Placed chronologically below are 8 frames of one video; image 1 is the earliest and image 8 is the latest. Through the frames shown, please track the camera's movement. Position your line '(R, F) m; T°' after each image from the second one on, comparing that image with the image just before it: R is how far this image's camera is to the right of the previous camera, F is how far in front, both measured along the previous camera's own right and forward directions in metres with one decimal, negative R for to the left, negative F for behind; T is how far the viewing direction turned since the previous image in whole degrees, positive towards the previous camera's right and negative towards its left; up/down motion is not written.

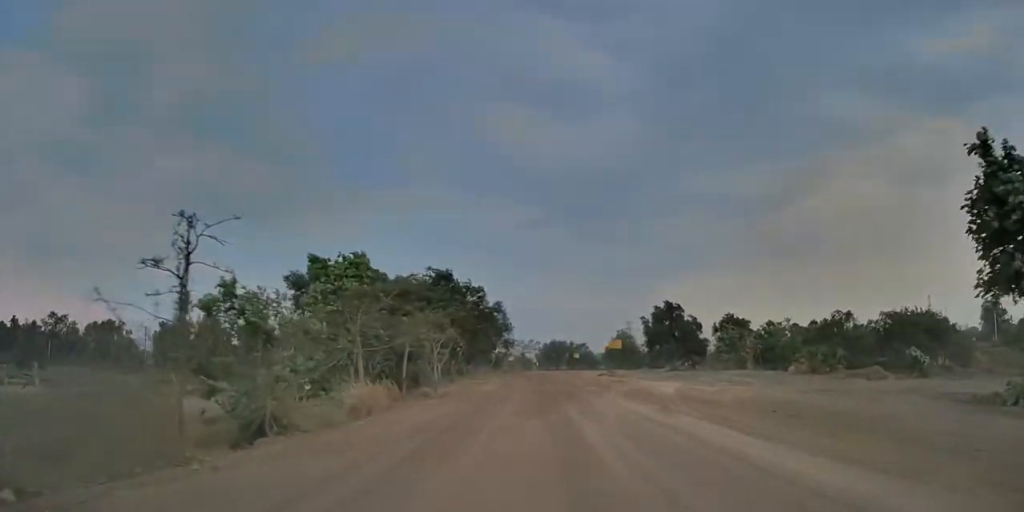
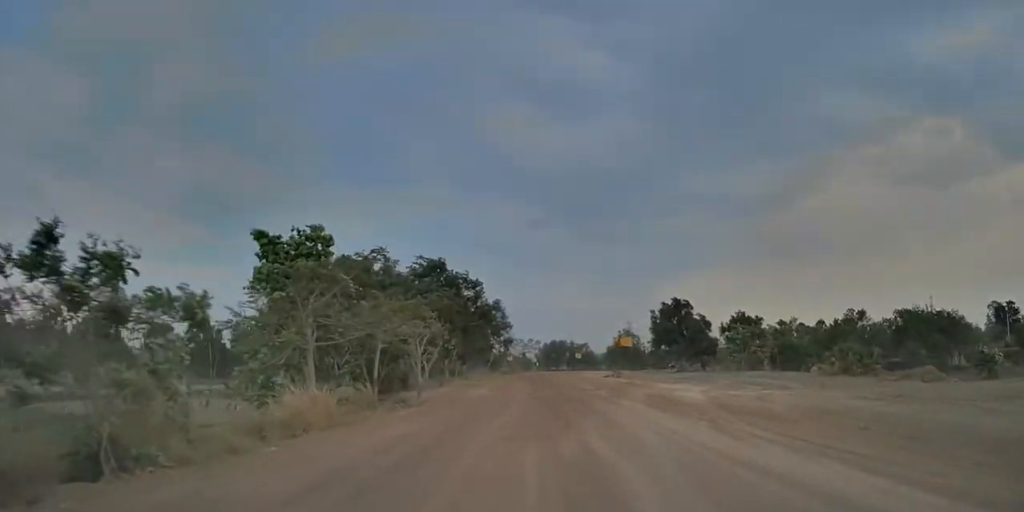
(+0.1, +4.9) m; +1°
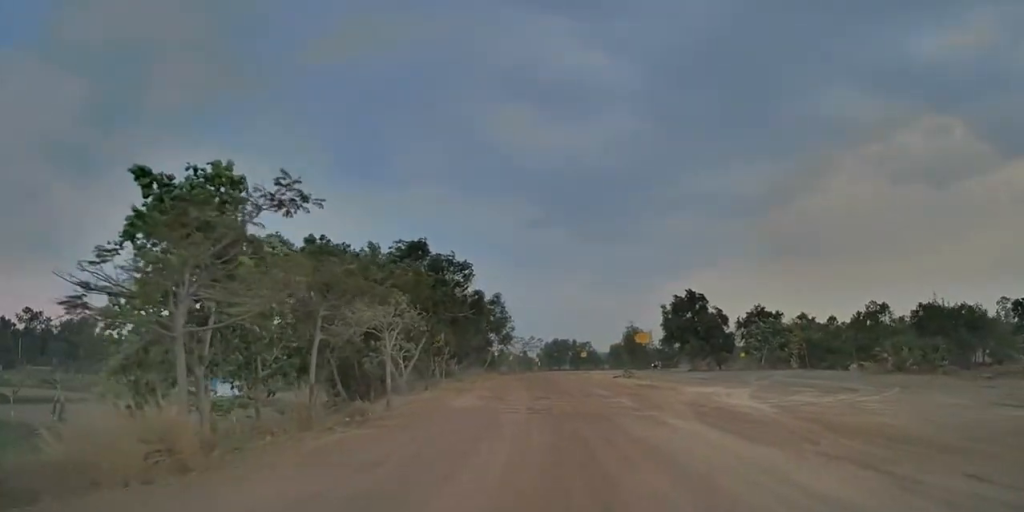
(0.0, +6.4) m; 0°
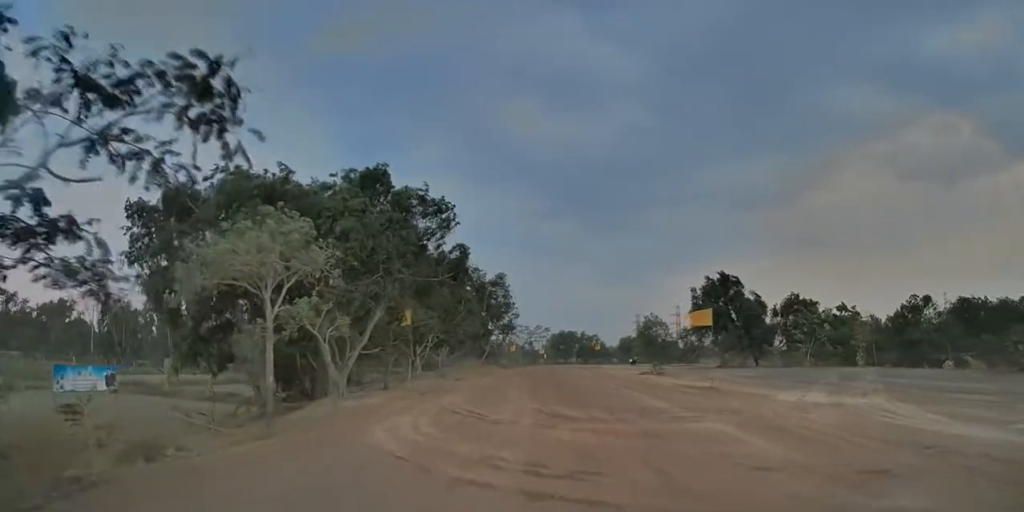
(-0.3, +11.0) m; -2°
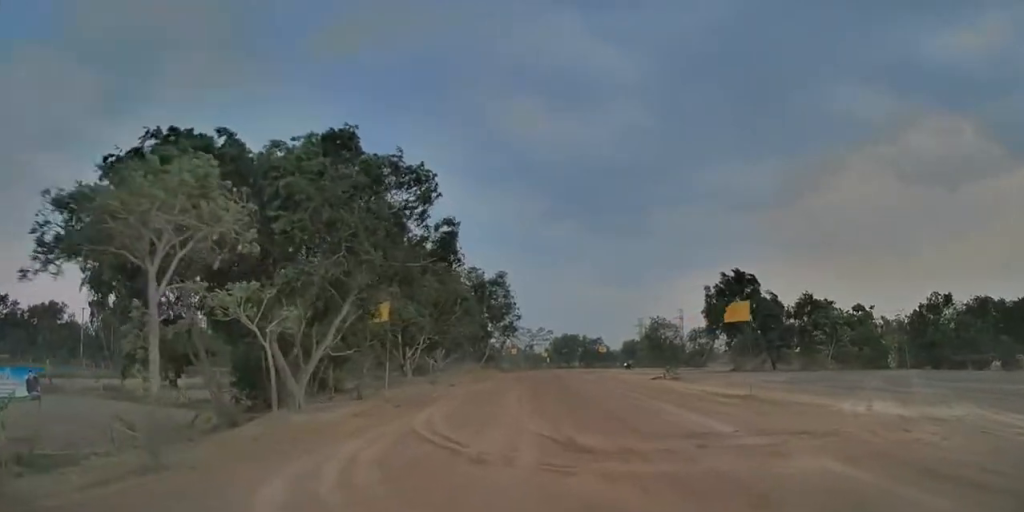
(-0.1, +4.2) m; 0°
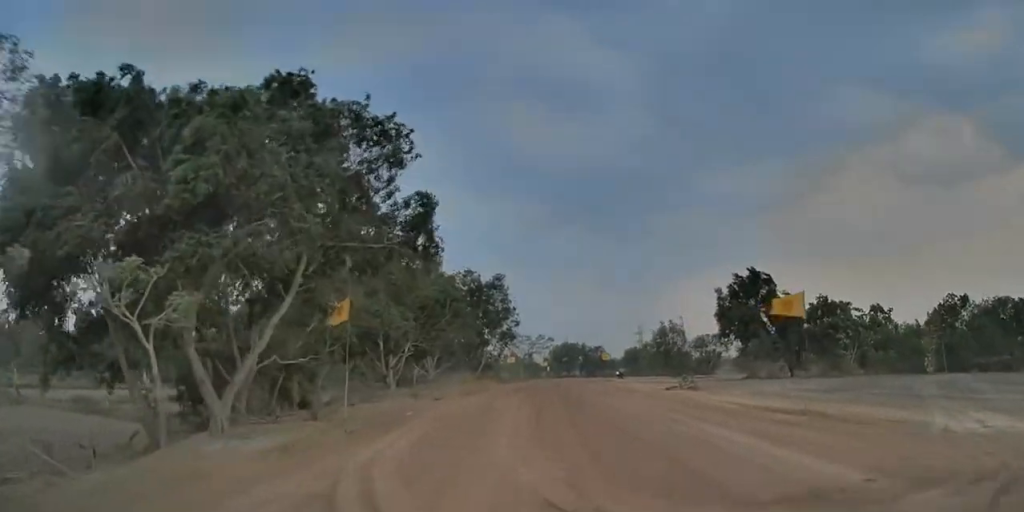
(+0.2, +4.3) m; +1°
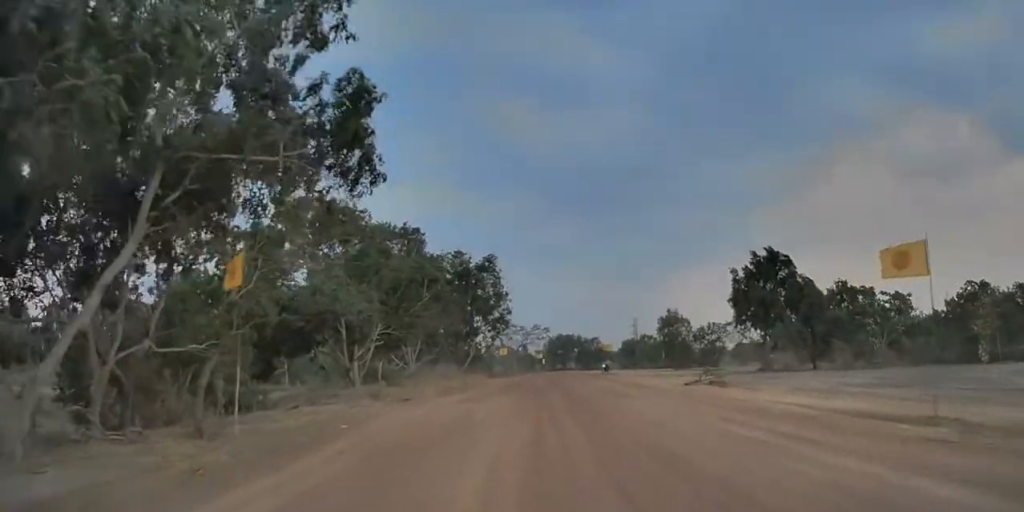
(-0.1, +5.9) m; 0°
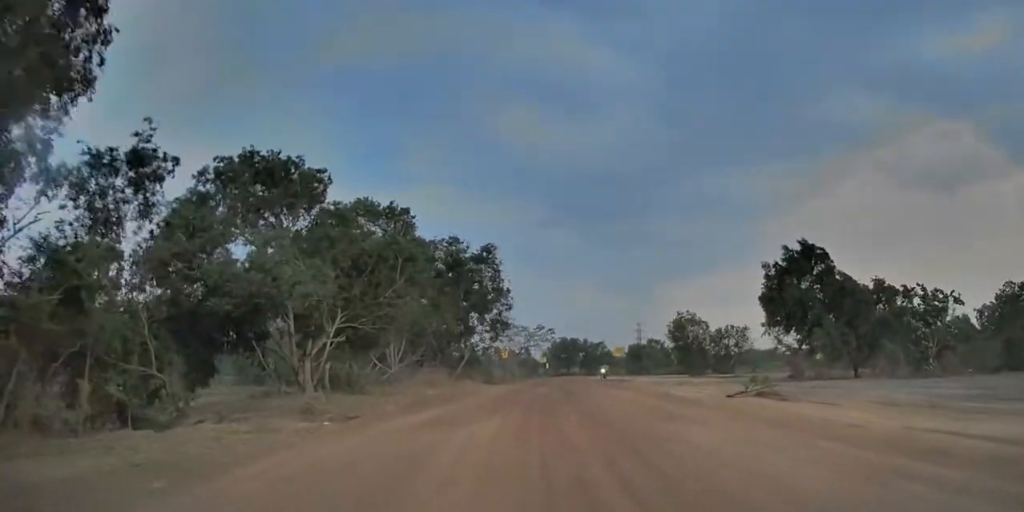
(0.0, +6.3) m; -2°
